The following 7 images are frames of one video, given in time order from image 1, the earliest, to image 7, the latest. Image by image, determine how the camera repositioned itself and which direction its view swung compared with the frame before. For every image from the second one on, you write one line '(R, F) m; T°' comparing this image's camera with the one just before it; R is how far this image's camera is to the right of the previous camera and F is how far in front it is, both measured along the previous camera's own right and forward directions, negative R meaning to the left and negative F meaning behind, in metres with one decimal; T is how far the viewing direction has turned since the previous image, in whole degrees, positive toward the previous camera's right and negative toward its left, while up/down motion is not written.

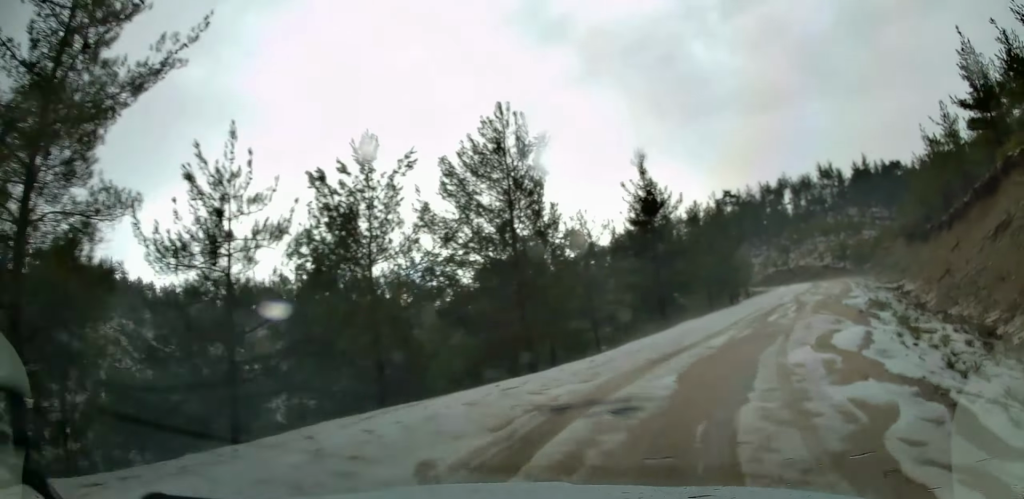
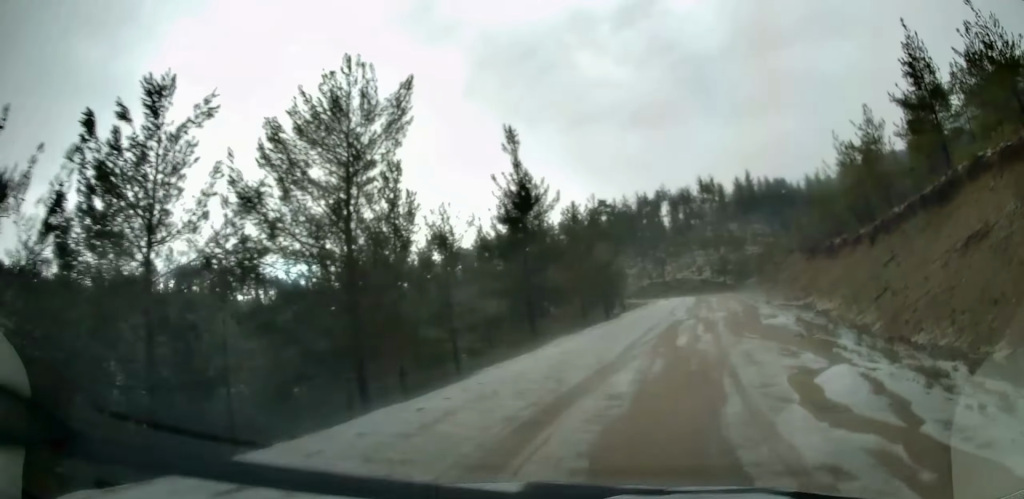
(+0.5, +5.2) m; +9°
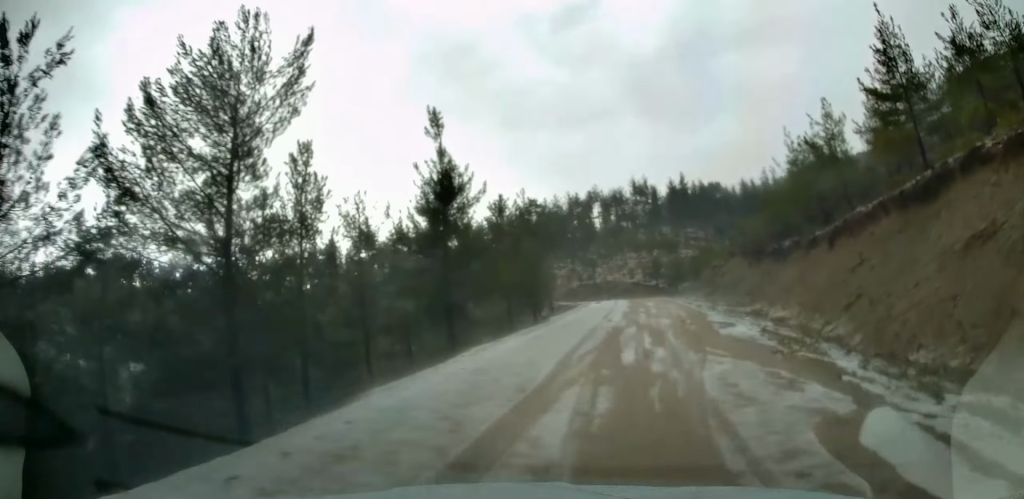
(+0.2, +3.3) m; +5°
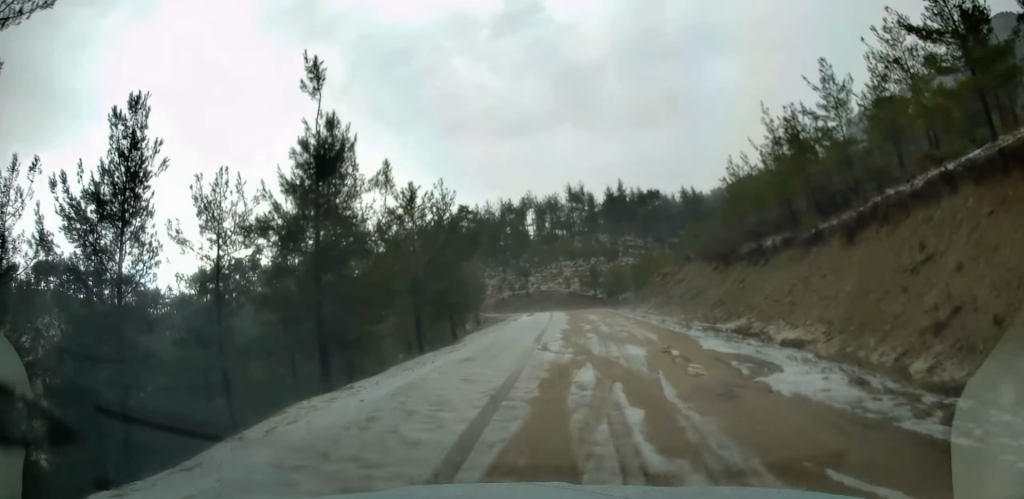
(+1.1, +8.7) m; +10°
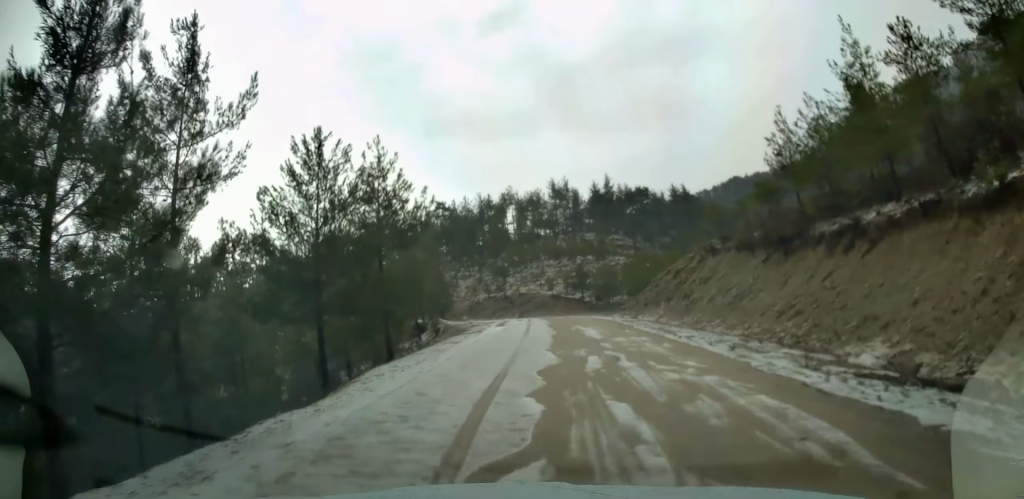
(+0.4, +12.6) m; +2°
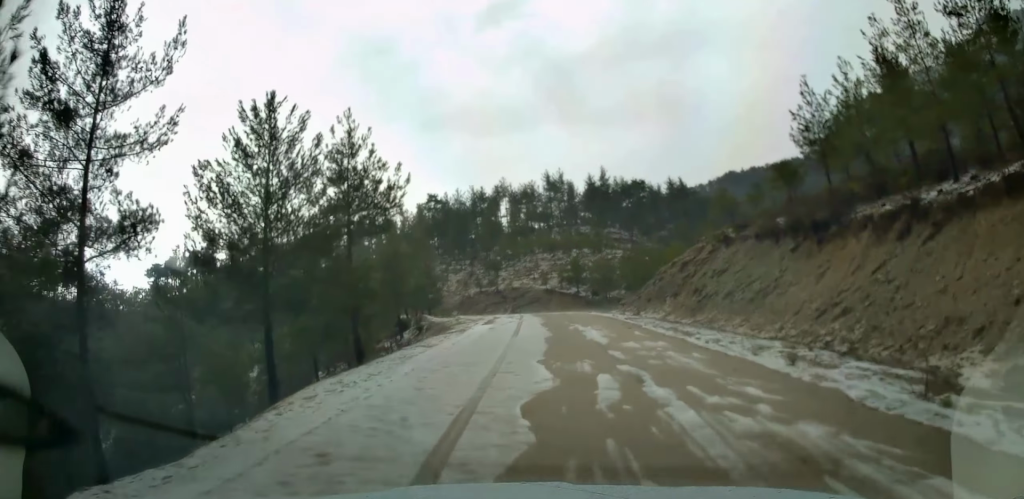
(0.0, +4.0) m; 0°
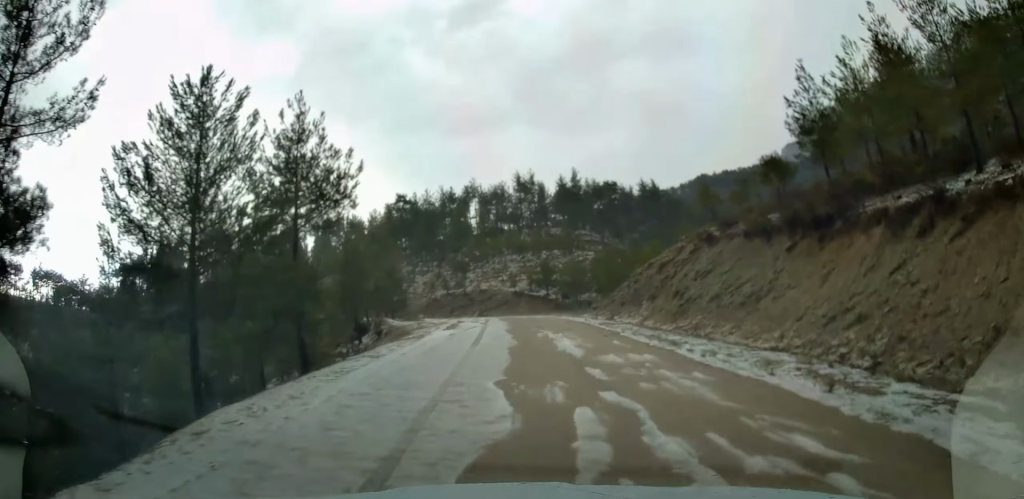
(+0.1, +2.7) m; +1°
